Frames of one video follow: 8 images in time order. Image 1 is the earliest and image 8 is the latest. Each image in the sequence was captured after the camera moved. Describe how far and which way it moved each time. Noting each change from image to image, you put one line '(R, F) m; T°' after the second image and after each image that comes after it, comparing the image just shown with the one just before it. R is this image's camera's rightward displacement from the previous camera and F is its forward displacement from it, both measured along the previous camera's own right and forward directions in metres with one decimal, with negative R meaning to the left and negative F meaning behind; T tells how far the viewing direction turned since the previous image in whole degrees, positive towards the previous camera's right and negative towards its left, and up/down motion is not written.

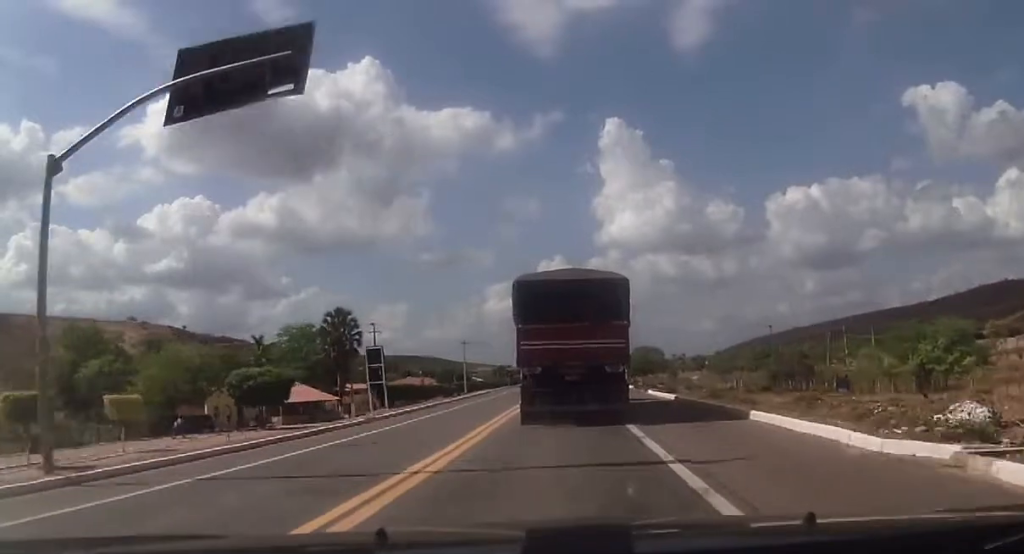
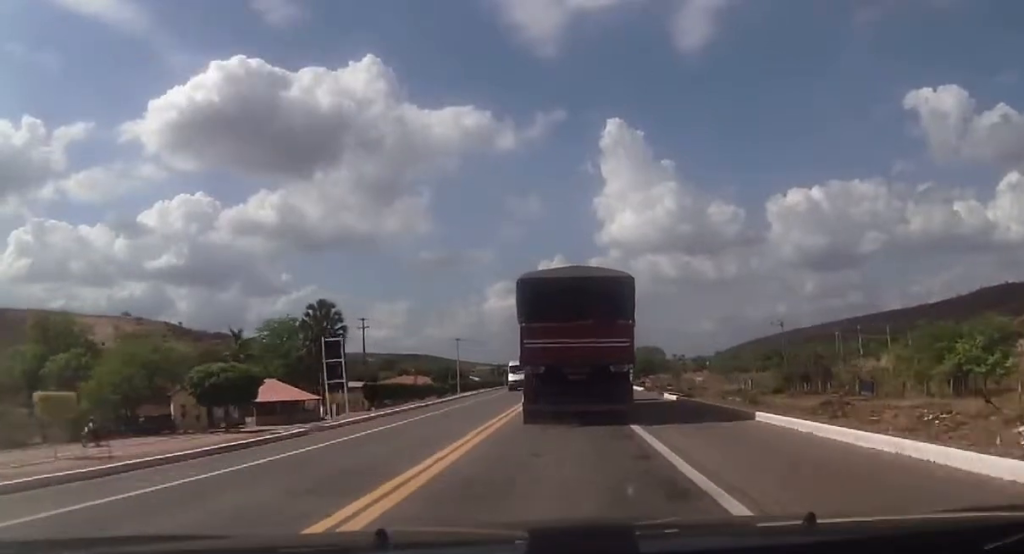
(-0.1, +6.3) m; -1°
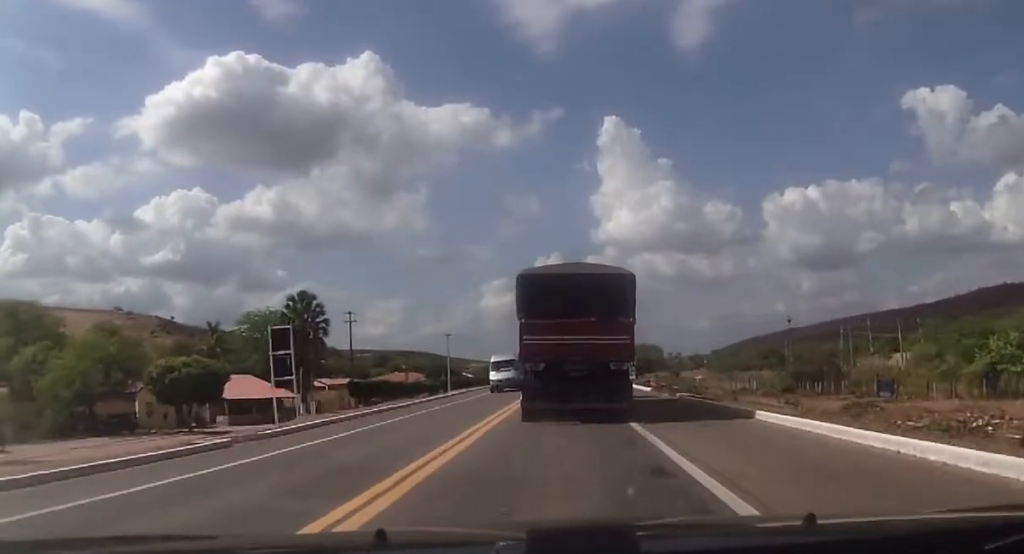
(-0.1, +5.1) m; +1°
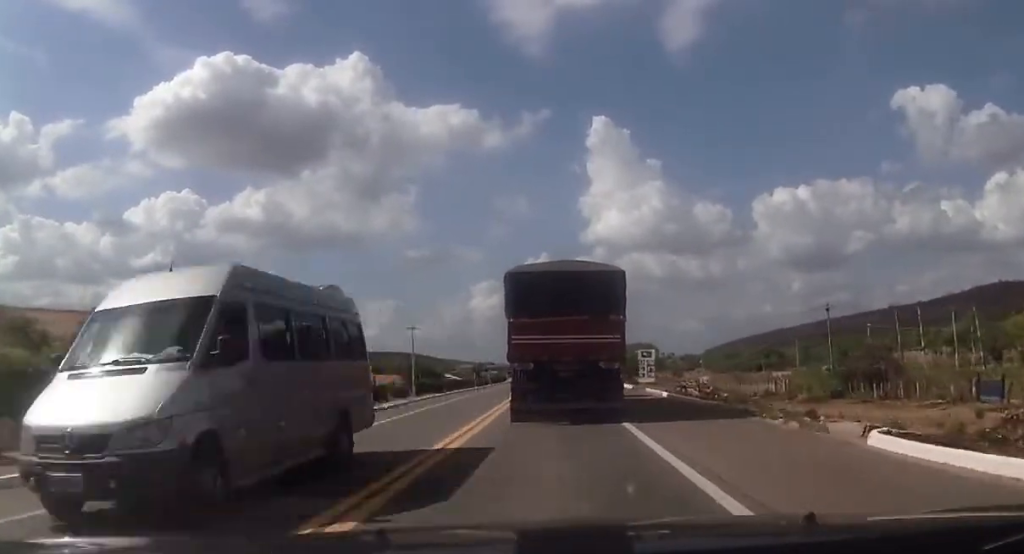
(+0.7, +18.7) m; +2°
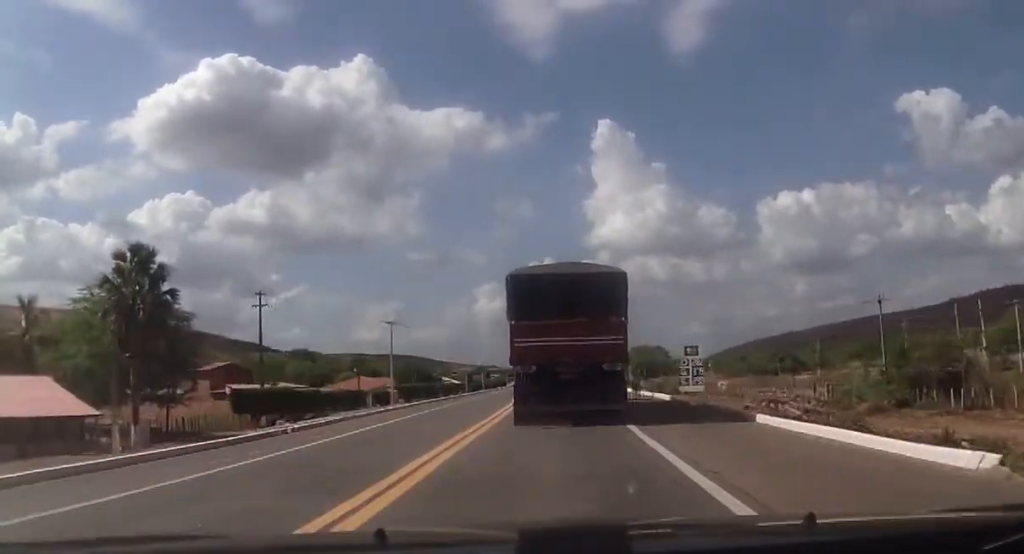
(-0.4, +13.4) m; -1°
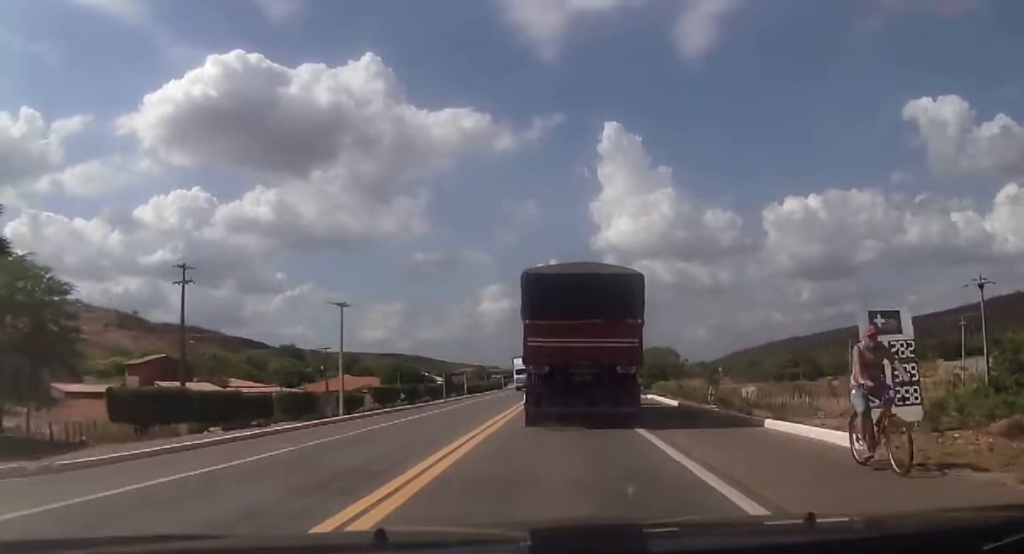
(0.0, +18.0) m; 0°
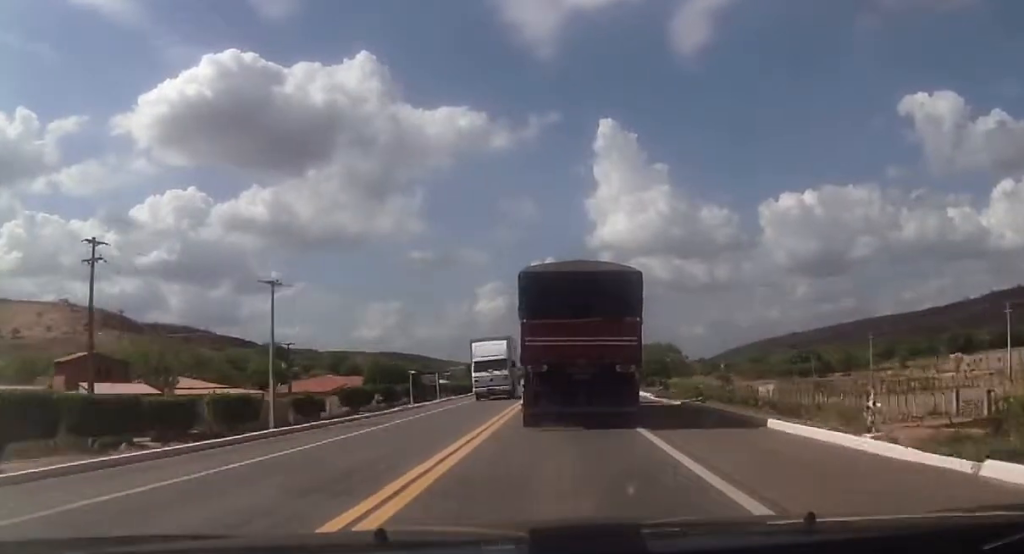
(+0.2, +12.9) m; 0°
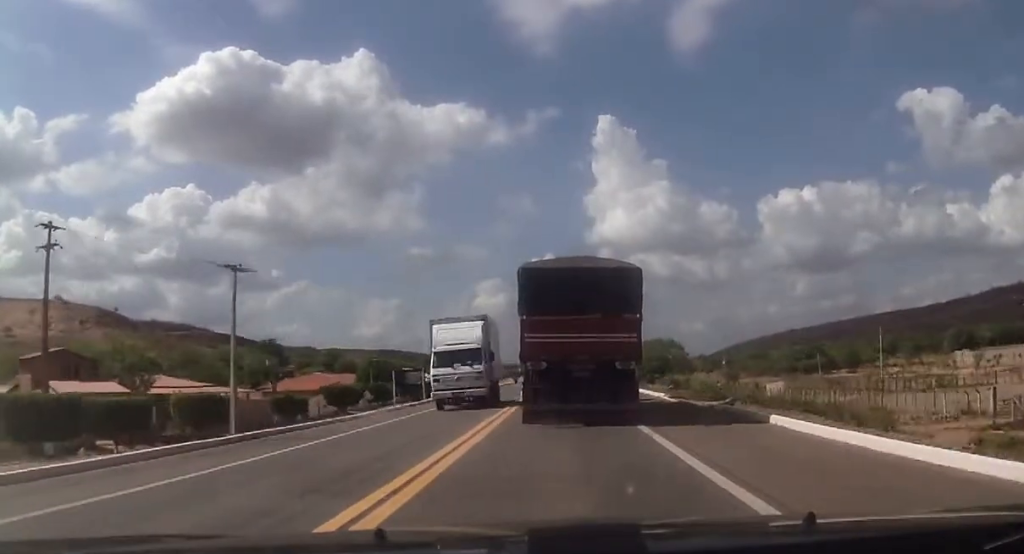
(-0.1, +5.1) m; 0°
